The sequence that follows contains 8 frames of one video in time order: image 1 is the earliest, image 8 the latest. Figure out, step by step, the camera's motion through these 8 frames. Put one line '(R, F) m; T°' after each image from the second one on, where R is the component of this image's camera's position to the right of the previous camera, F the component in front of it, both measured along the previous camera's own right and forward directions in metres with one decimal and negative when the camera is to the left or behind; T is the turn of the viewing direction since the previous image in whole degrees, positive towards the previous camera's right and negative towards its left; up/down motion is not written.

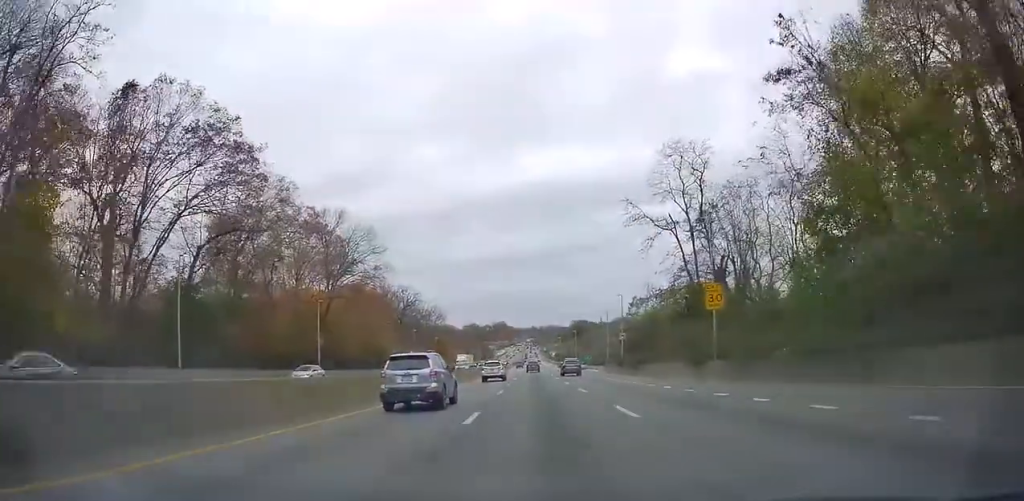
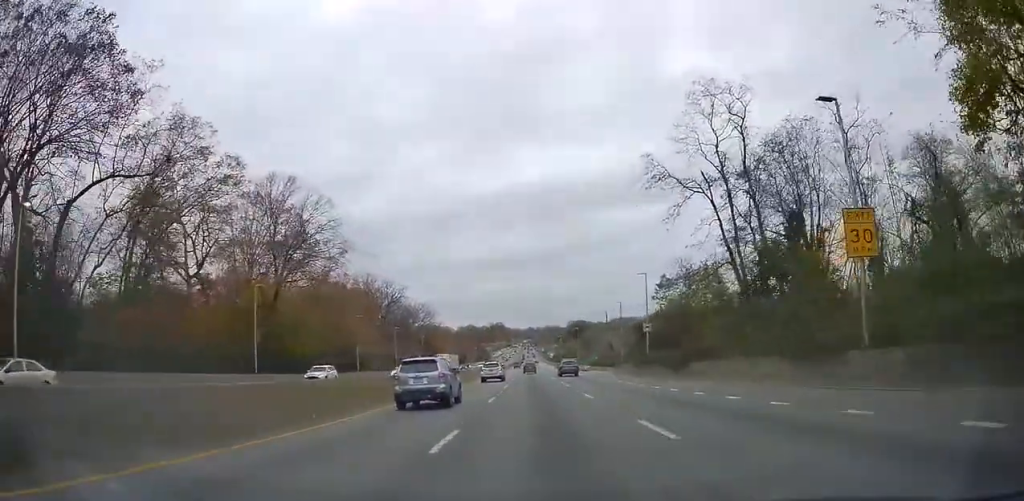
(0.0, +16.0) m; -1°
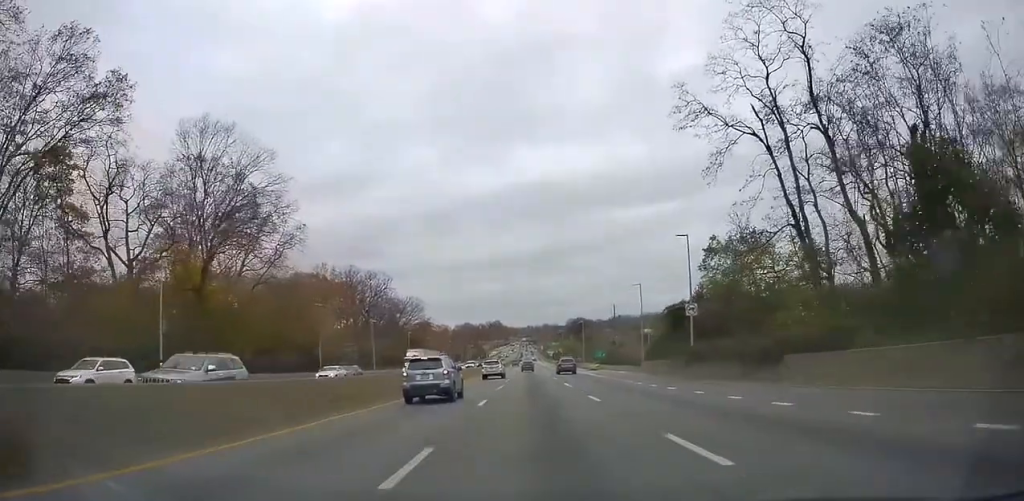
(-0.3, +14.9) m; -1°
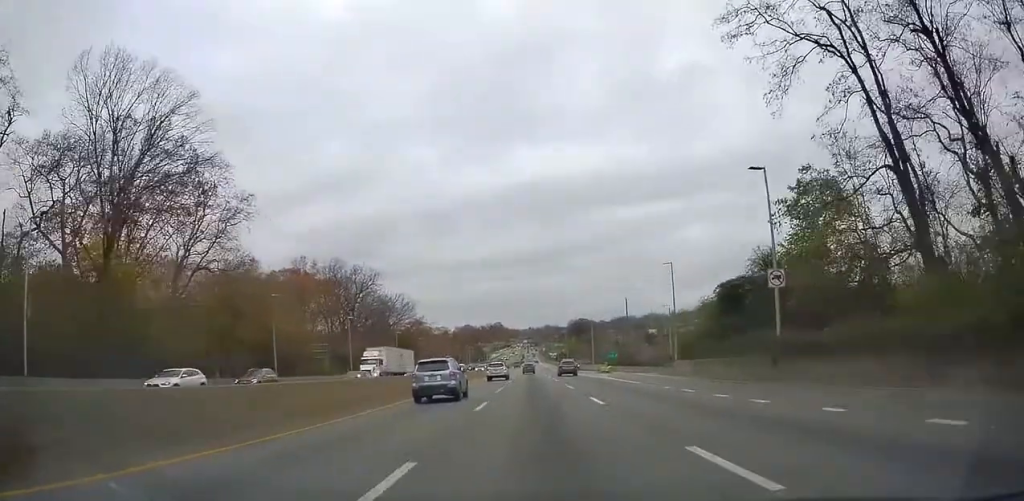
(0.0, +13.3) m; 0°
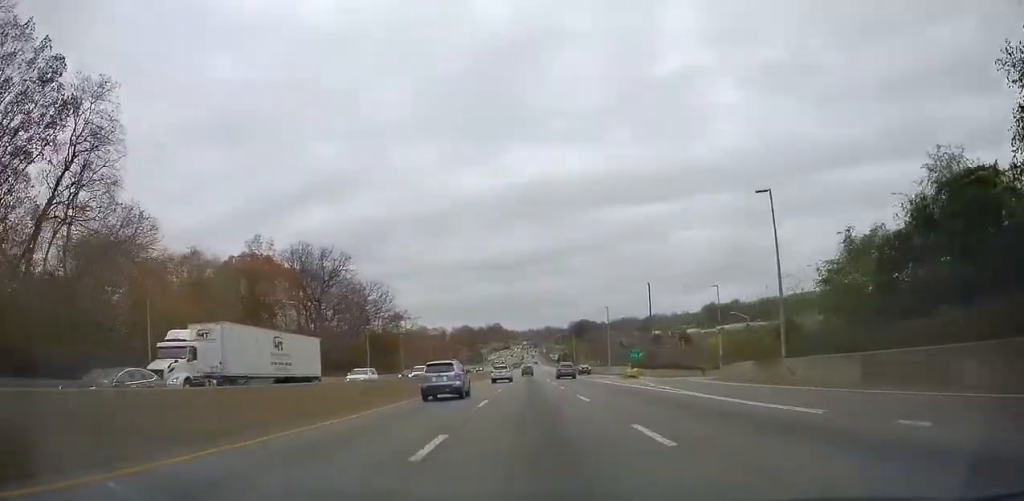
(+0.1, +20.8) m; +1°
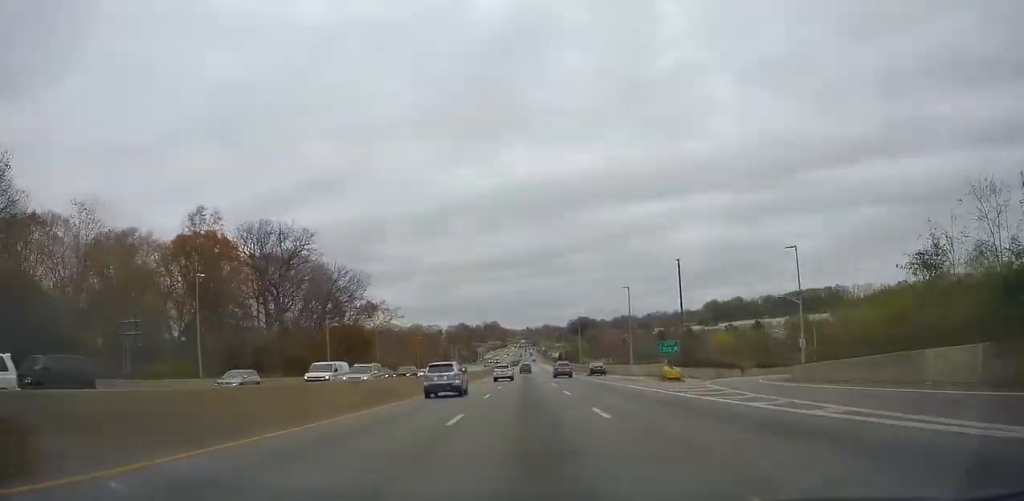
(+0.1, +18.6) m; +1°
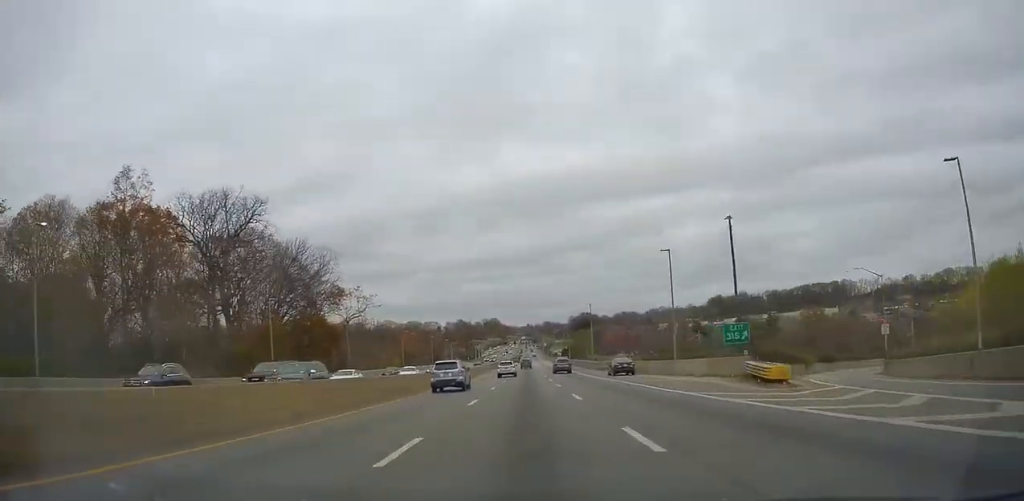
(+0.1, +18.3) m; -1°
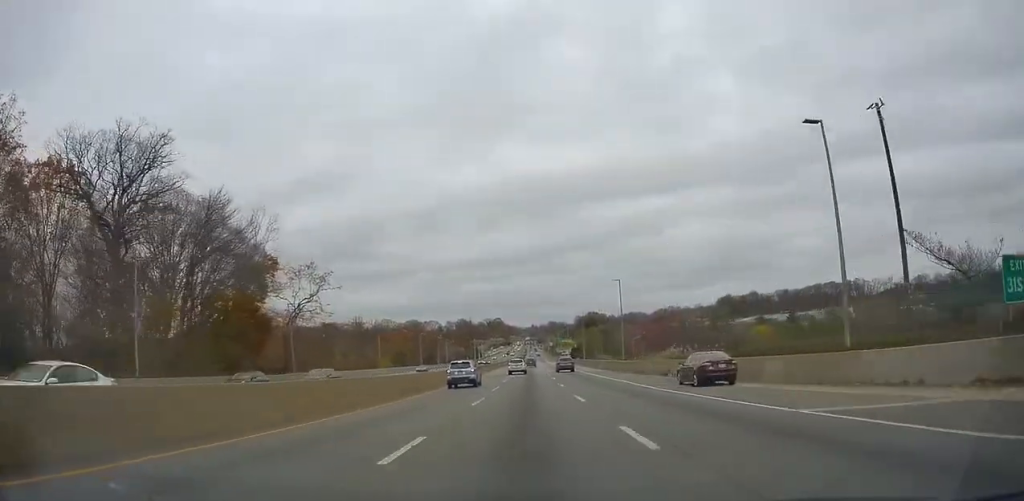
(-0.4, +24.3) m; -1°
